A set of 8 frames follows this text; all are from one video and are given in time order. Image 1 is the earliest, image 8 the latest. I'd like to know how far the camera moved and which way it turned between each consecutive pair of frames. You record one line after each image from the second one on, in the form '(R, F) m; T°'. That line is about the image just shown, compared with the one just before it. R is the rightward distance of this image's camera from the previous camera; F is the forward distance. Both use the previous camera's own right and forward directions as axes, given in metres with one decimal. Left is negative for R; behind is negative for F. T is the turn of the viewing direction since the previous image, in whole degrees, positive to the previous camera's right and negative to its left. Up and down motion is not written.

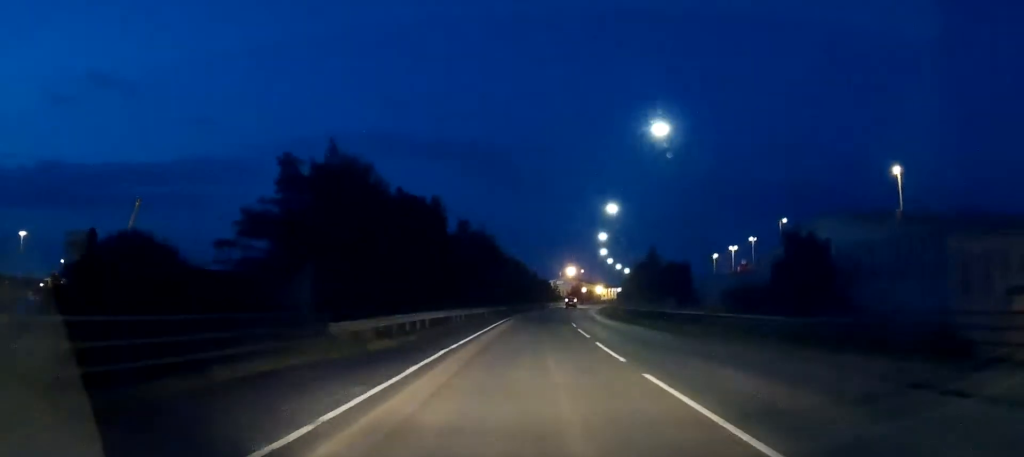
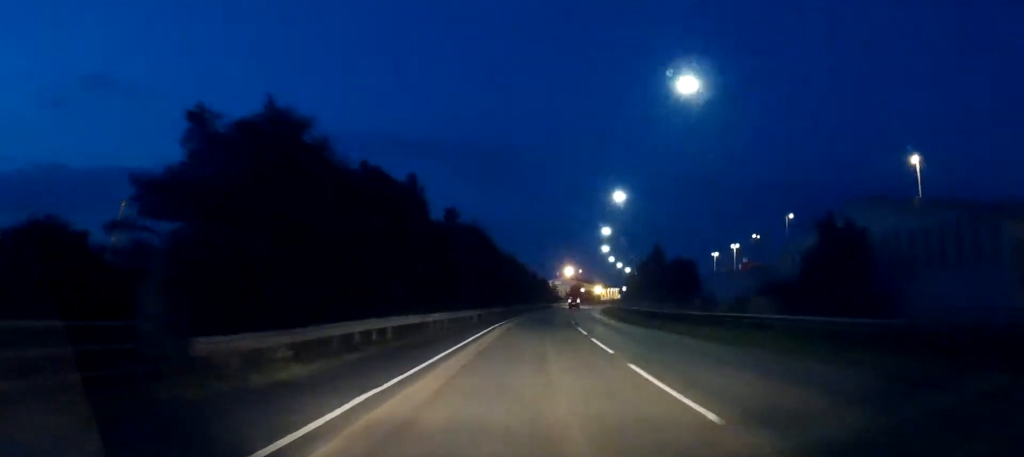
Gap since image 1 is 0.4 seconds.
(+0.3, +6.8) m; 0°
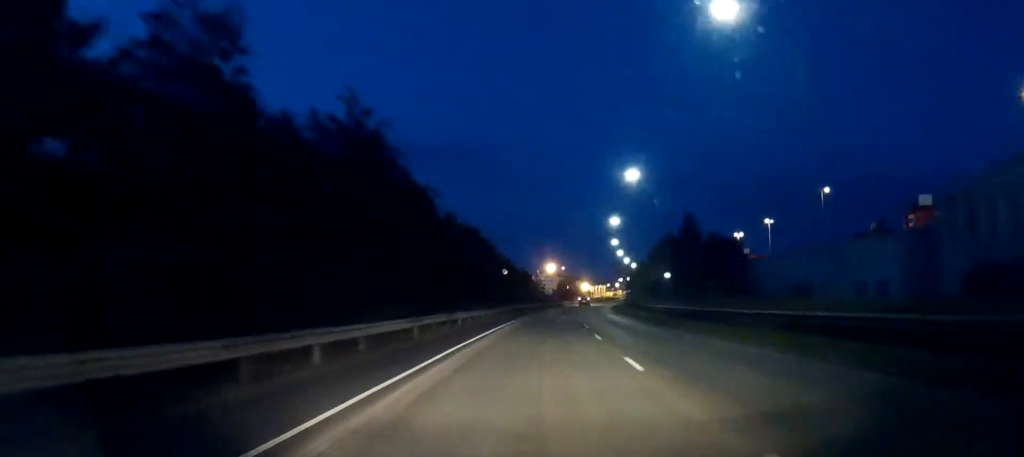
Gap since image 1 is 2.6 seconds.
(-1.3, +35.6) m; 0°
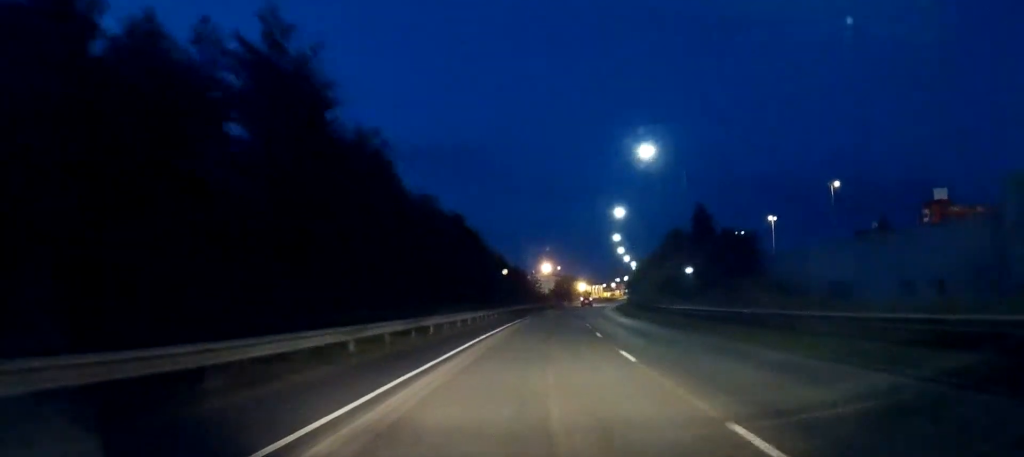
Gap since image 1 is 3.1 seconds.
(+0.1, +7.7) m; +1°
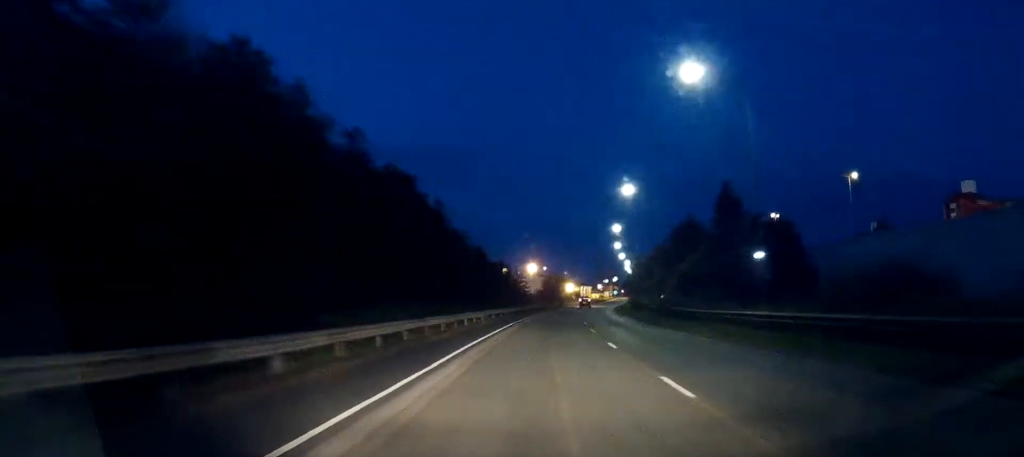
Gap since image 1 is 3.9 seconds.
(+0.3, +14.2) m; +1°
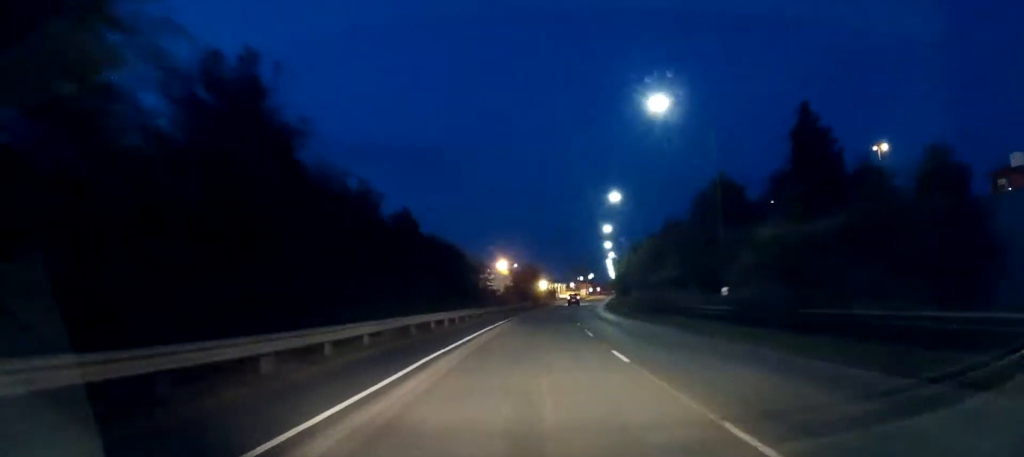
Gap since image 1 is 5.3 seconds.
(0.0, +22.4) m; +1°
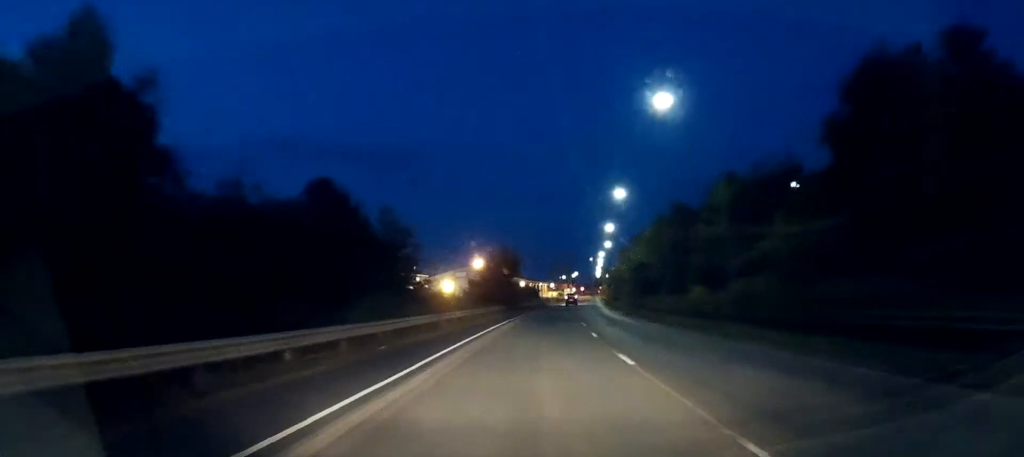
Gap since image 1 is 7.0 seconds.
(+1.7, +27.8) m; +6°
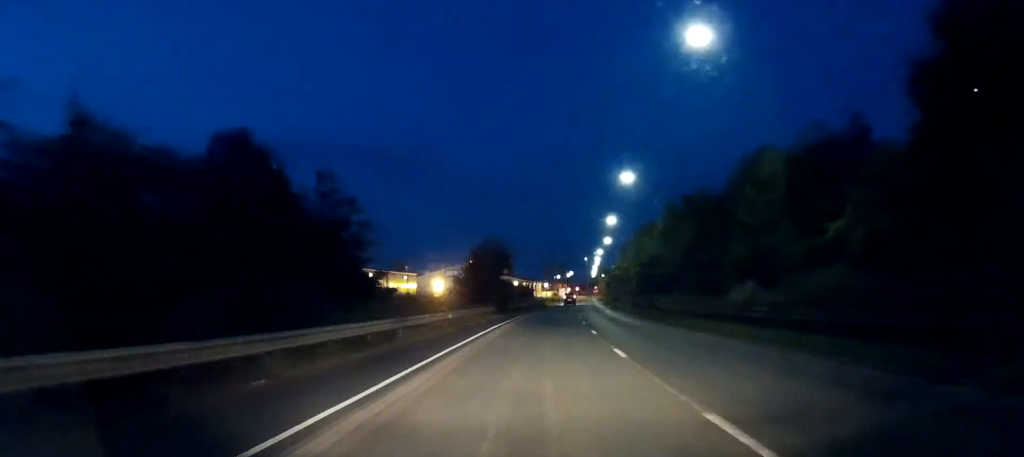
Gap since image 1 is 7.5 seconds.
(+0.3, +7.6) m; +1°
